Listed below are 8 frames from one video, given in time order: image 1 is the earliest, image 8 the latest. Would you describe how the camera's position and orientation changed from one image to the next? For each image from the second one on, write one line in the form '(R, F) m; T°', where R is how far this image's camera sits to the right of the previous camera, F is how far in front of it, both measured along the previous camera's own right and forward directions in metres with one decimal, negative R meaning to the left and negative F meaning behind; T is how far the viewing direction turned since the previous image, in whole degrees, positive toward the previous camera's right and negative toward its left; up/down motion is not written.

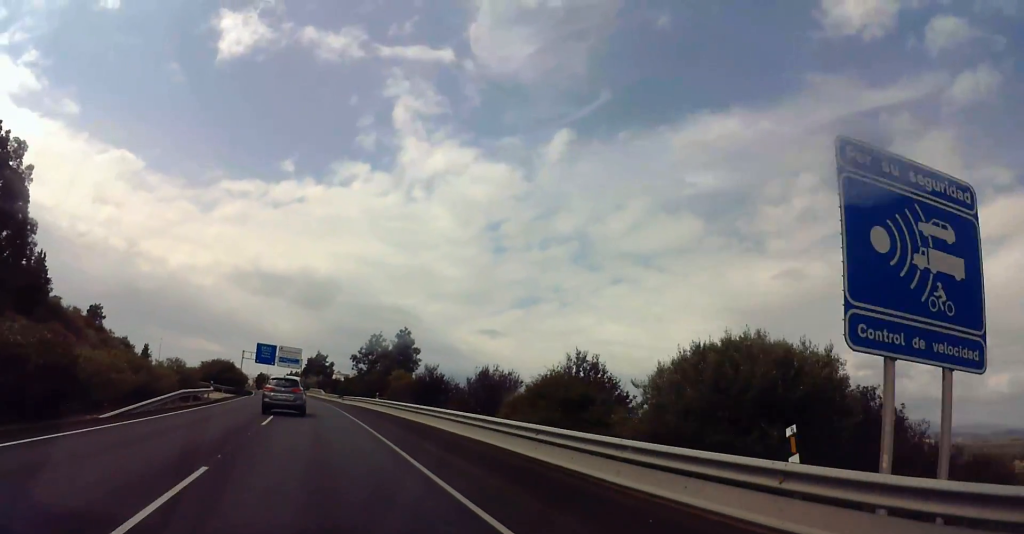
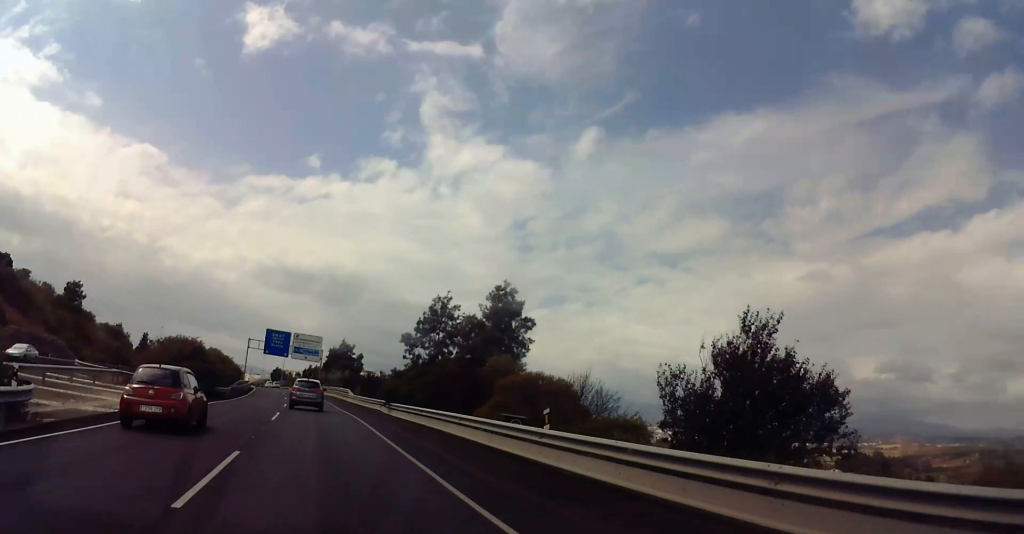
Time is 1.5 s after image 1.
(-1.0, +32.0) m; -3°
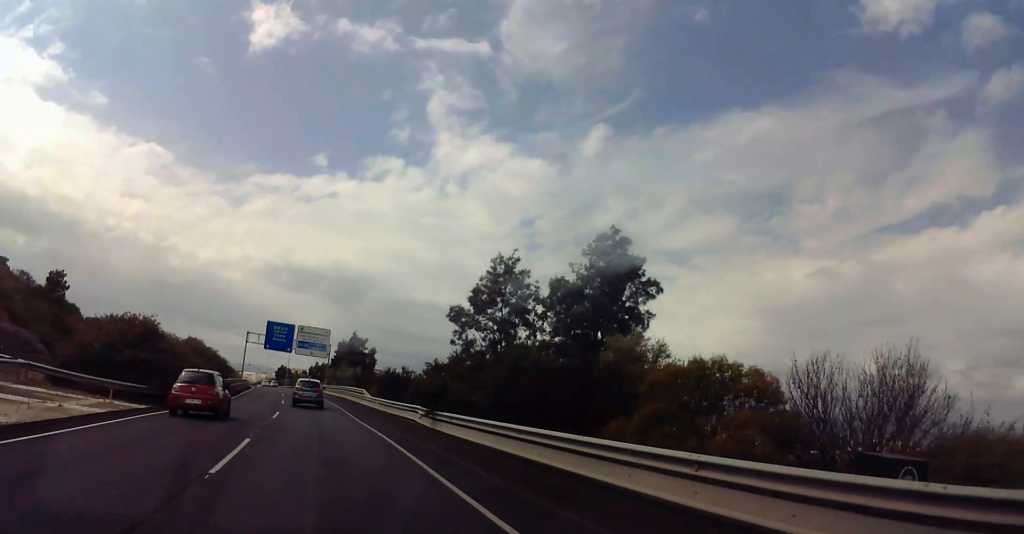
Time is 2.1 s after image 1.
(-0.3, +13.9) m; -1°
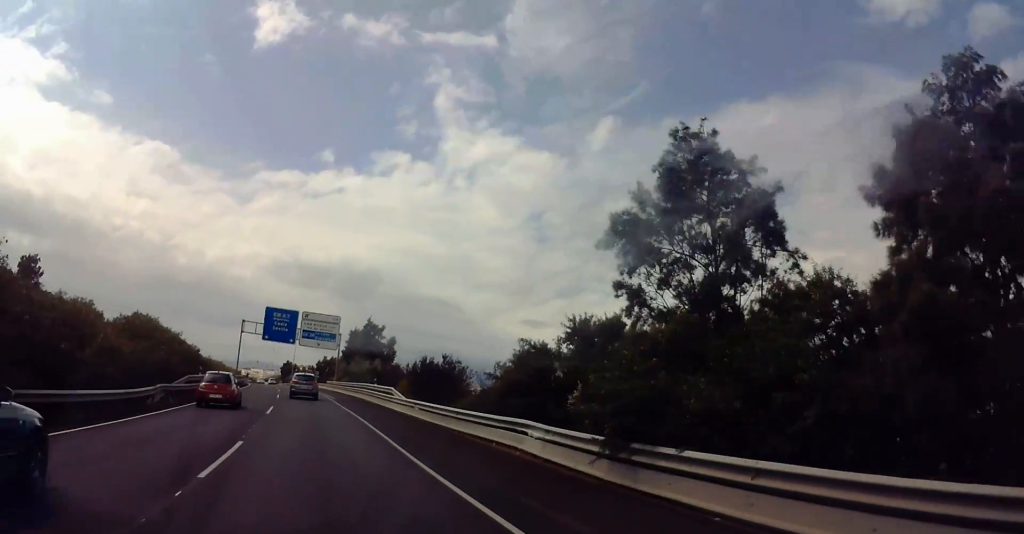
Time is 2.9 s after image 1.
(0.0, +17.3) m; -1°
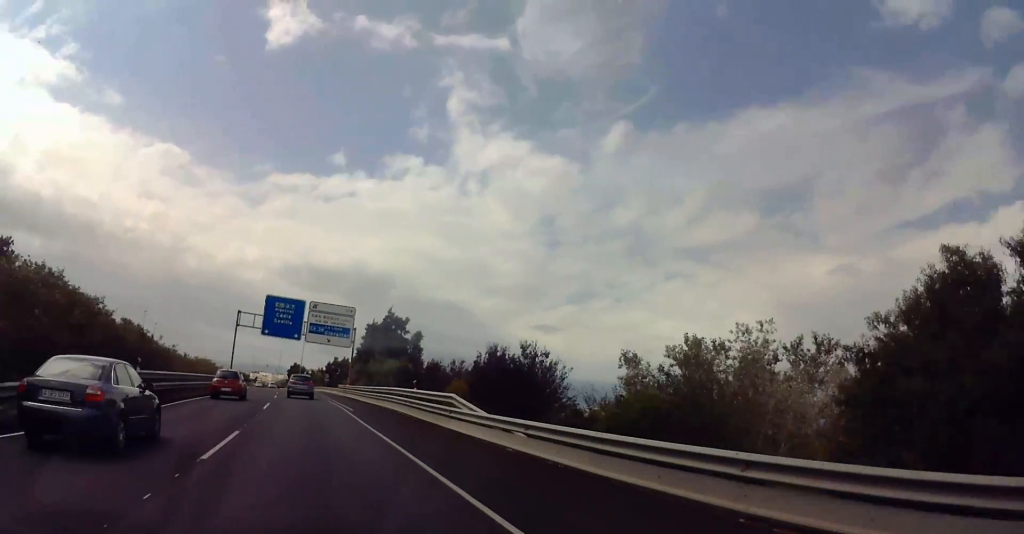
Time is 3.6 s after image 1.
(-0.2, +15.6) m; -1°
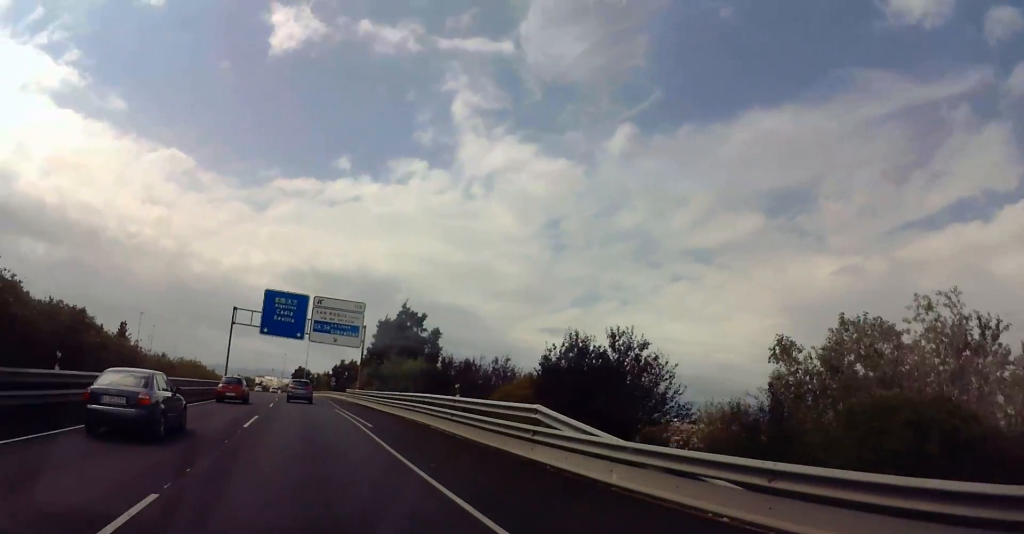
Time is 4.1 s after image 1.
(-0.1, +9.5) m; -1°
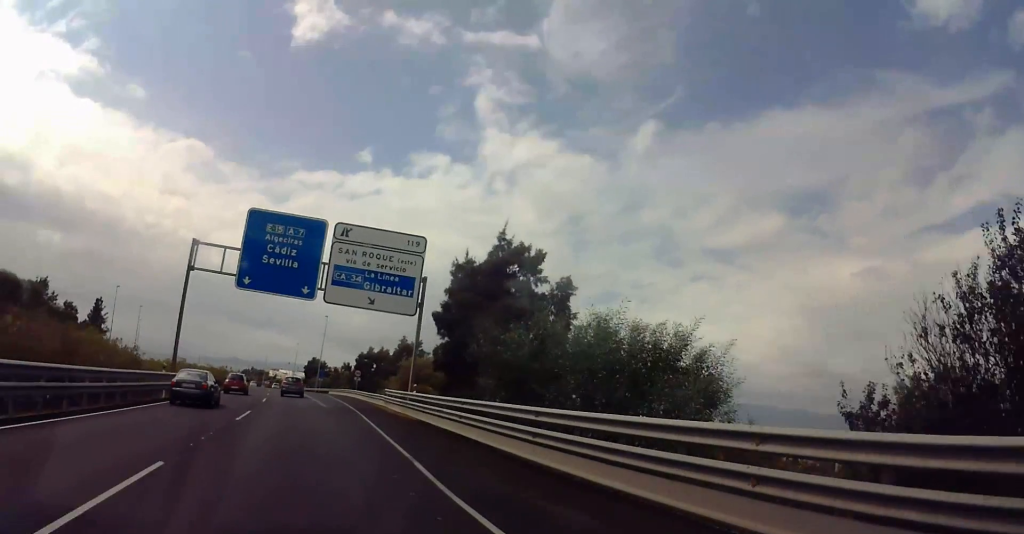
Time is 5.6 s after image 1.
(-0.3, +32.2) m; 0°
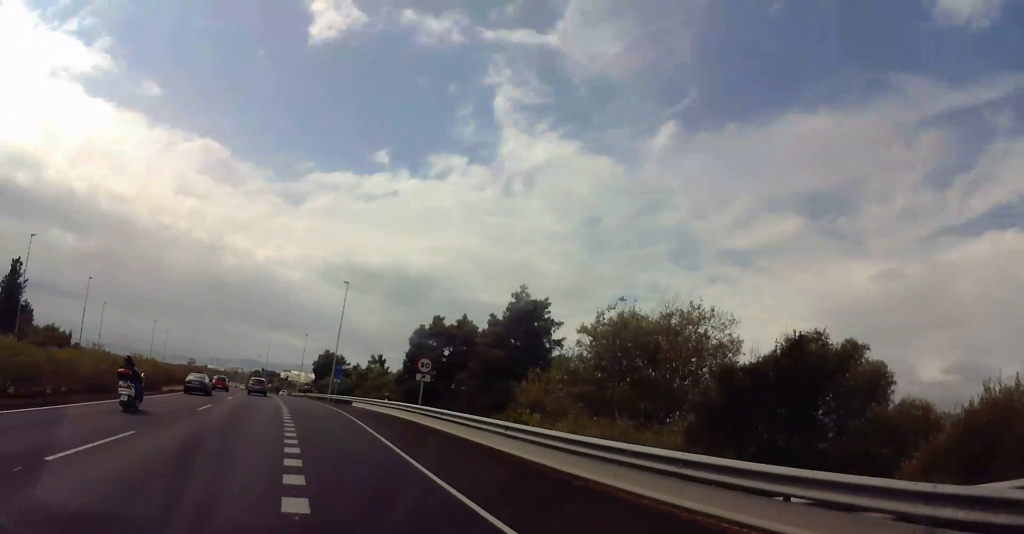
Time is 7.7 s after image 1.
(0.0, +45.8) m; -2°
